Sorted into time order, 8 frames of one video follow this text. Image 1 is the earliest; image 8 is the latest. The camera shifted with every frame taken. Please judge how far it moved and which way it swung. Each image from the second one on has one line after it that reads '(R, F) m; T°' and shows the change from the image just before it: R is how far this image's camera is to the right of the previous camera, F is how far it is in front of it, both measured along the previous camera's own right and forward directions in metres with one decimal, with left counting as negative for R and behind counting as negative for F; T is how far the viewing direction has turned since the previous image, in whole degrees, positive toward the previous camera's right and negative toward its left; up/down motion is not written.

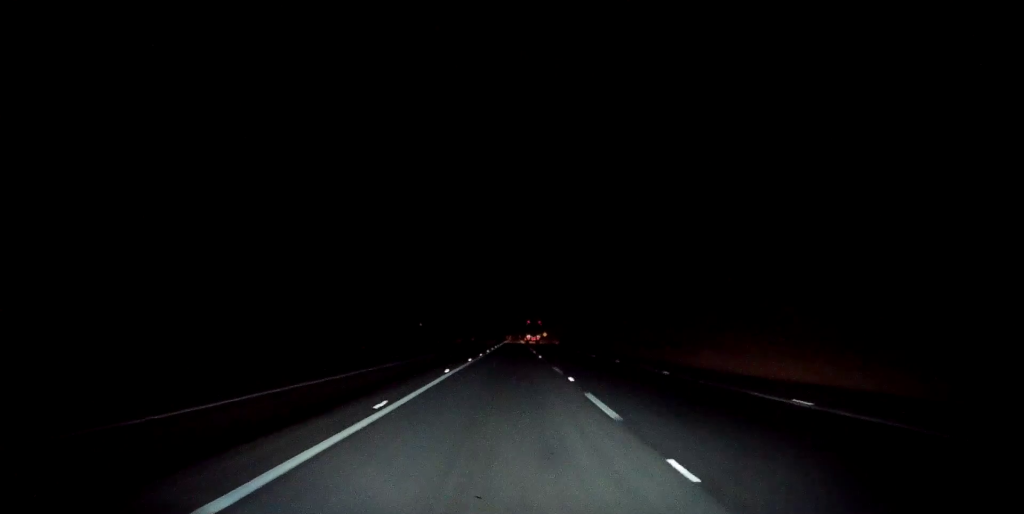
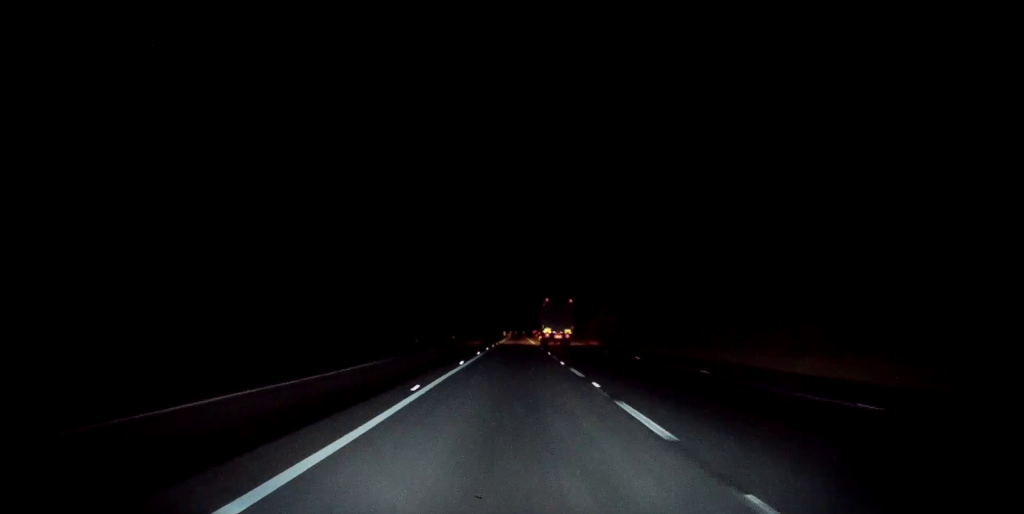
(+0.3, +104.0) m; 0°
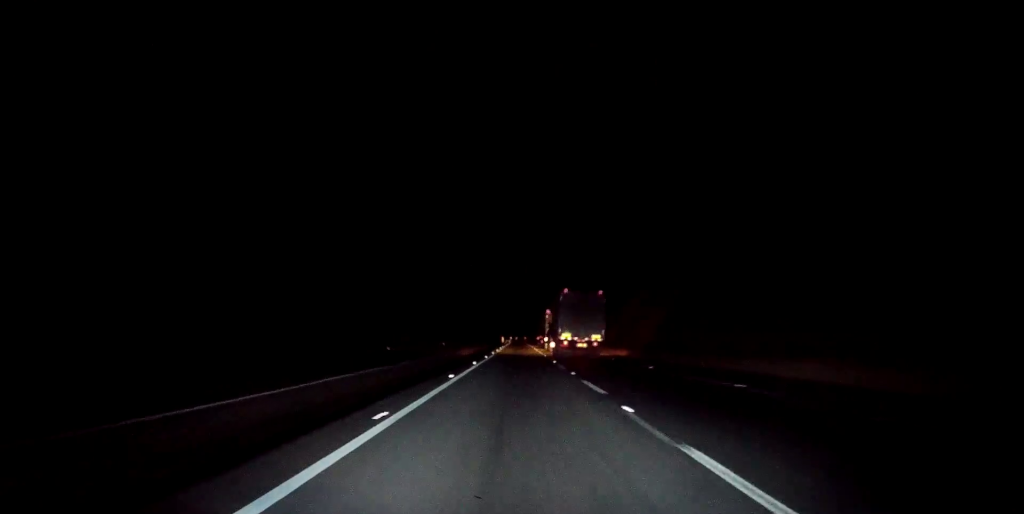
(+0.2, +28.7) m; 0°
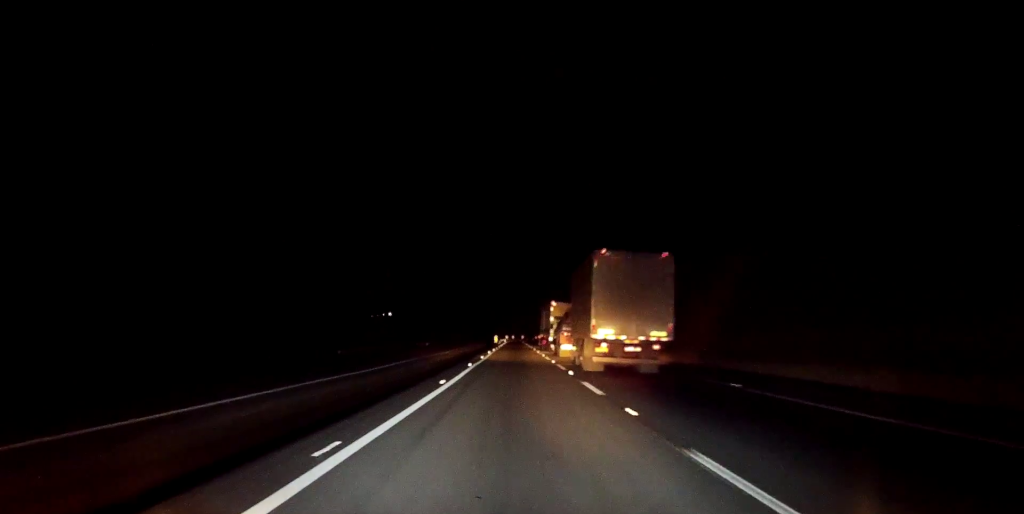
(-0.1, +26.1) m; 0°
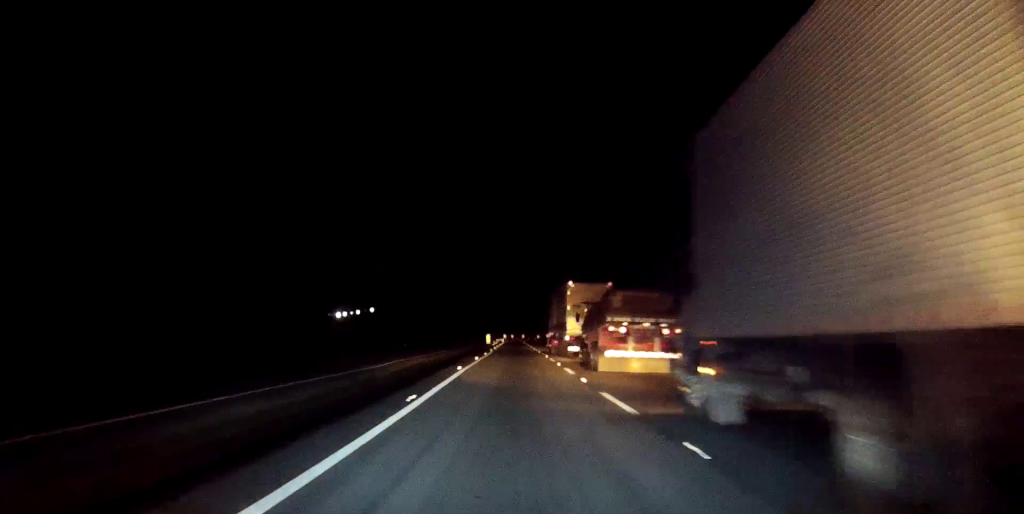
(0.0, +29.5) m; 0°
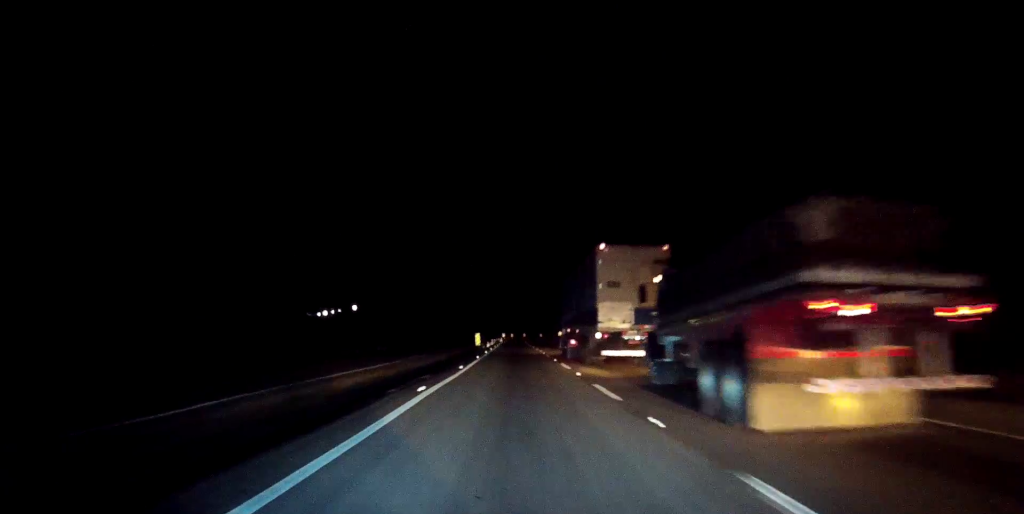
(0.0, +22.1) m; 0°
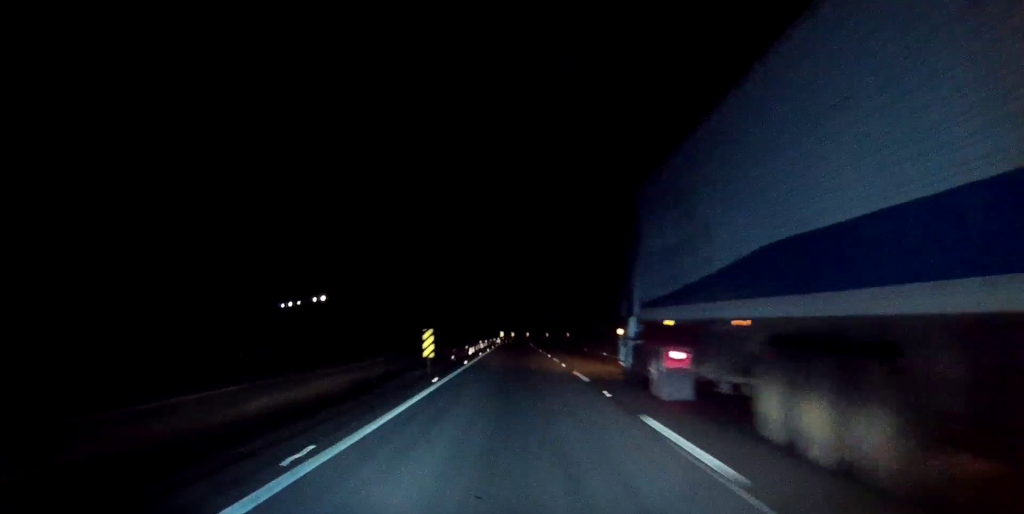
(+0.1, +32.3) m; 0°
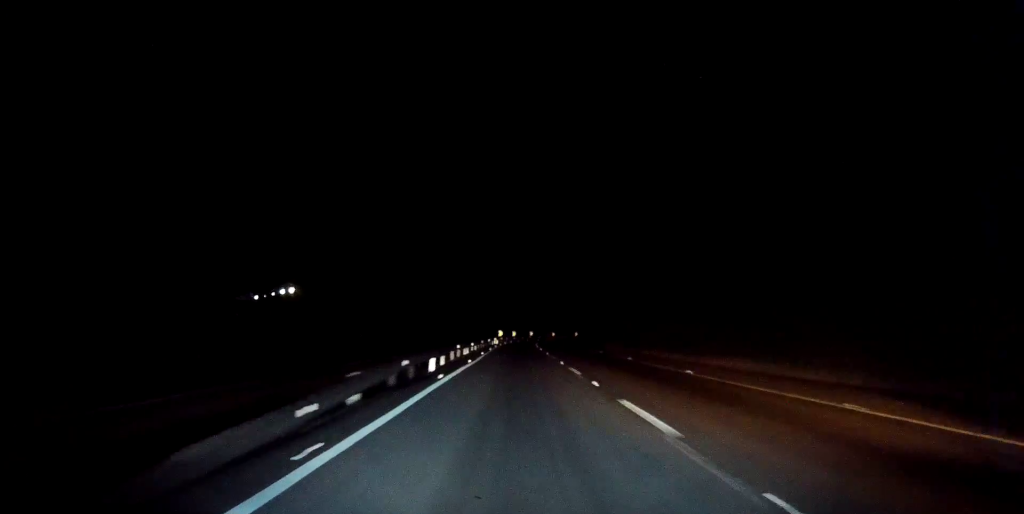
(0.0, +22.8) m; 0°
